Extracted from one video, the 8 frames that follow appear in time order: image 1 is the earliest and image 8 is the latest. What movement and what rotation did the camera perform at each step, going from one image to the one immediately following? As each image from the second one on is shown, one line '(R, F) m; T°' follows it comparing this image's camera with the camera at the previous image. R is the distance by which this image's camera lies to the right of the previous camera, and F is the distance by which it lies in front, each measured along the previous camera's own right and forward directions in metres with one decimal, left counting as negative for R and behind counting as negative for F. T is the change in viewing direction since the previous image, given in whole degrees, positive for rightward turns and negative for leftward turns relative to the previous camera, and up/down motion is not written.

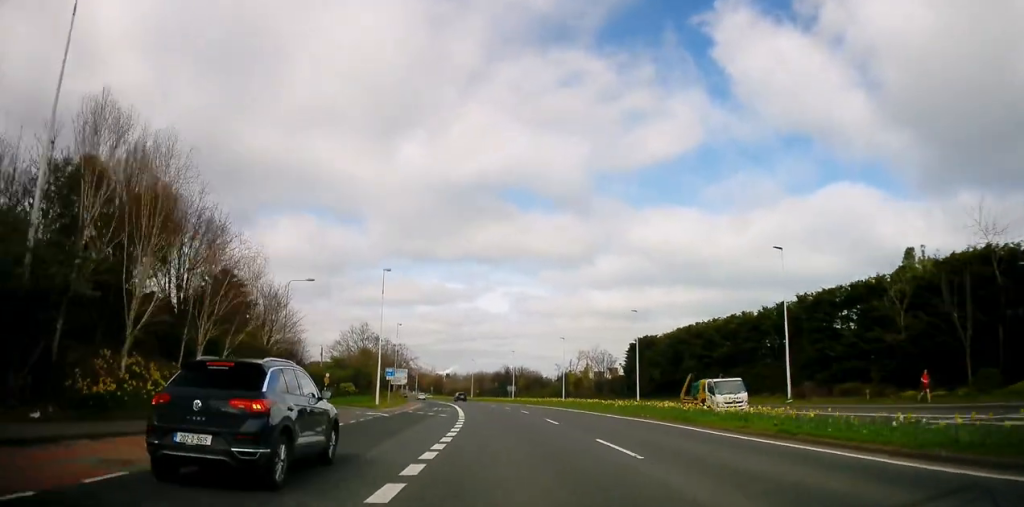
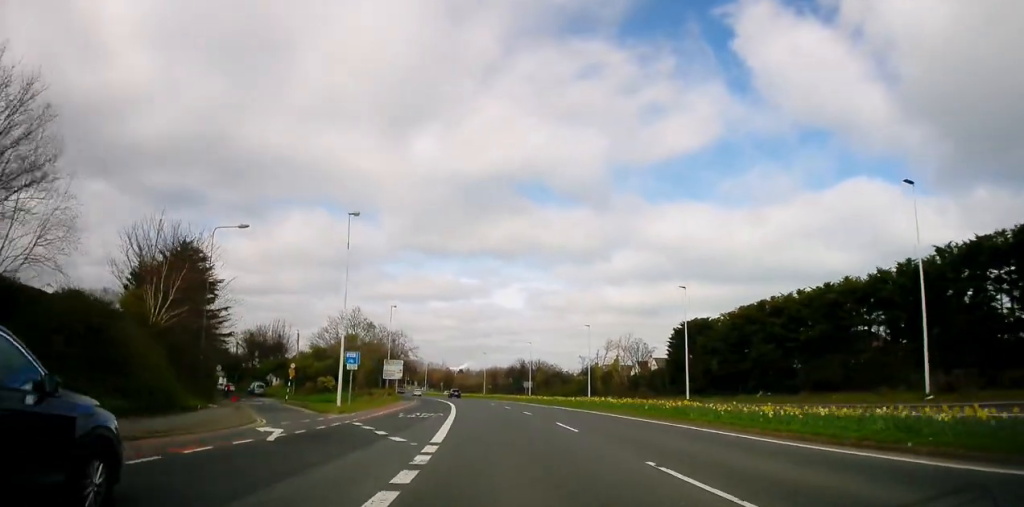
(-0.3, +16.4) m; -2°
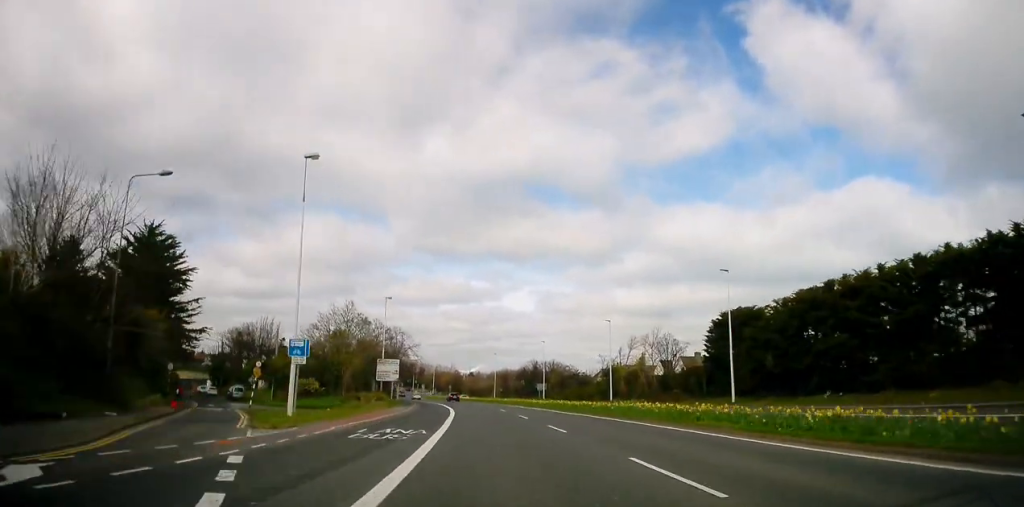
(-0.1, +9.8) m; -1°
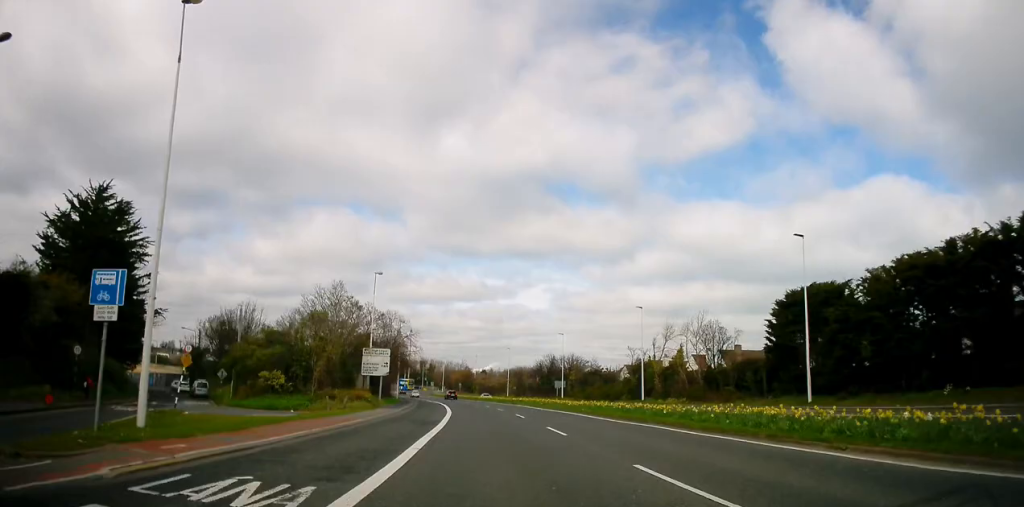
(-0.1, +12.2) m; -1°
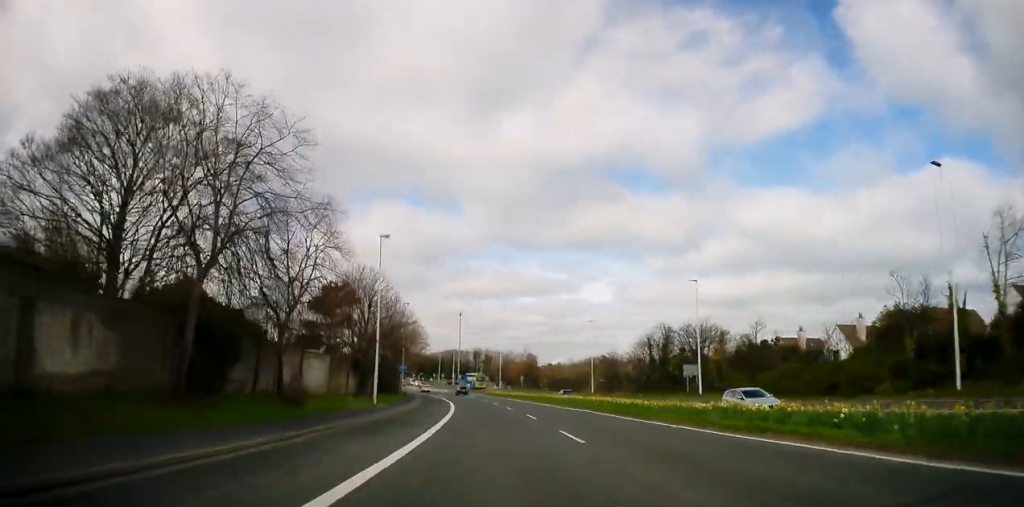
(-2.2, +48.3) m; -6°
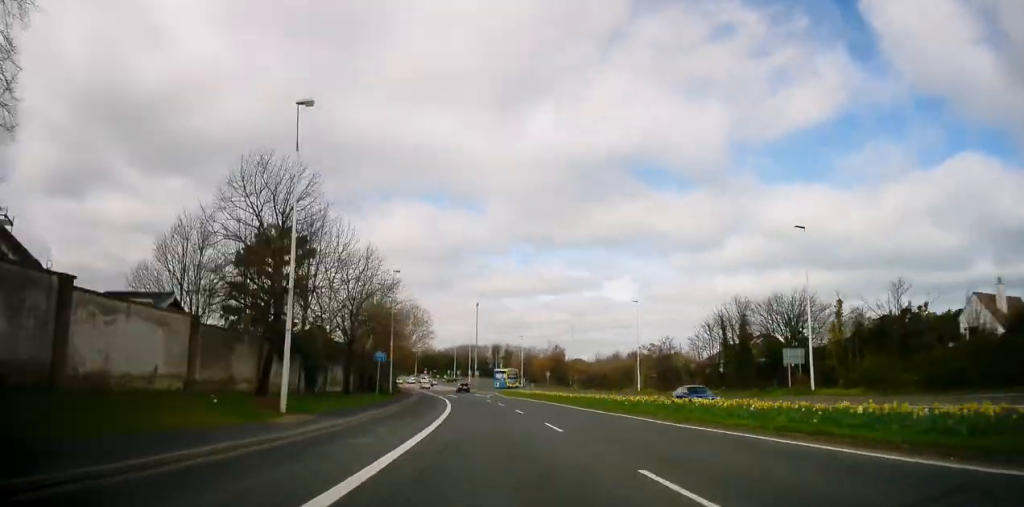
(-0.6, +20.9) m; -3°
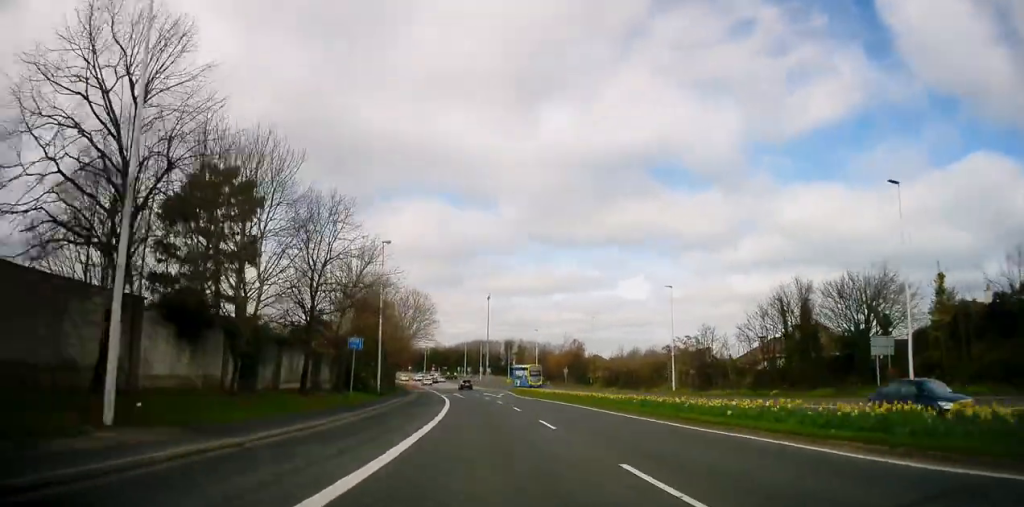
(-0.1, +10.8) m; -1°
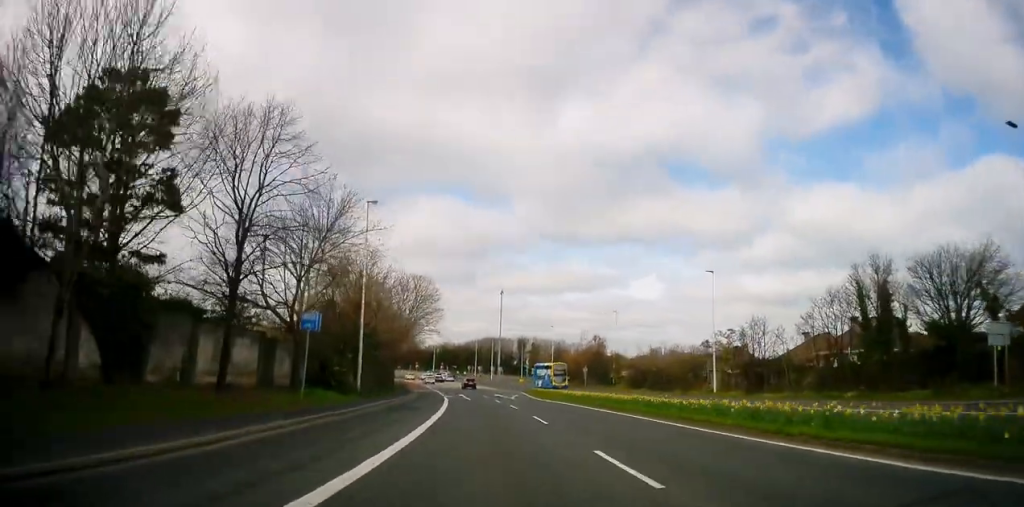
(-0.1, +10.8) m; -1°
